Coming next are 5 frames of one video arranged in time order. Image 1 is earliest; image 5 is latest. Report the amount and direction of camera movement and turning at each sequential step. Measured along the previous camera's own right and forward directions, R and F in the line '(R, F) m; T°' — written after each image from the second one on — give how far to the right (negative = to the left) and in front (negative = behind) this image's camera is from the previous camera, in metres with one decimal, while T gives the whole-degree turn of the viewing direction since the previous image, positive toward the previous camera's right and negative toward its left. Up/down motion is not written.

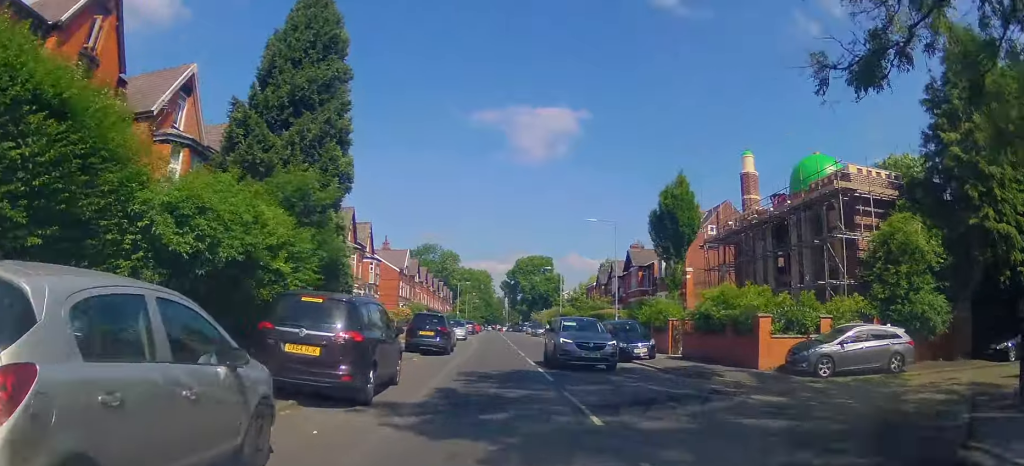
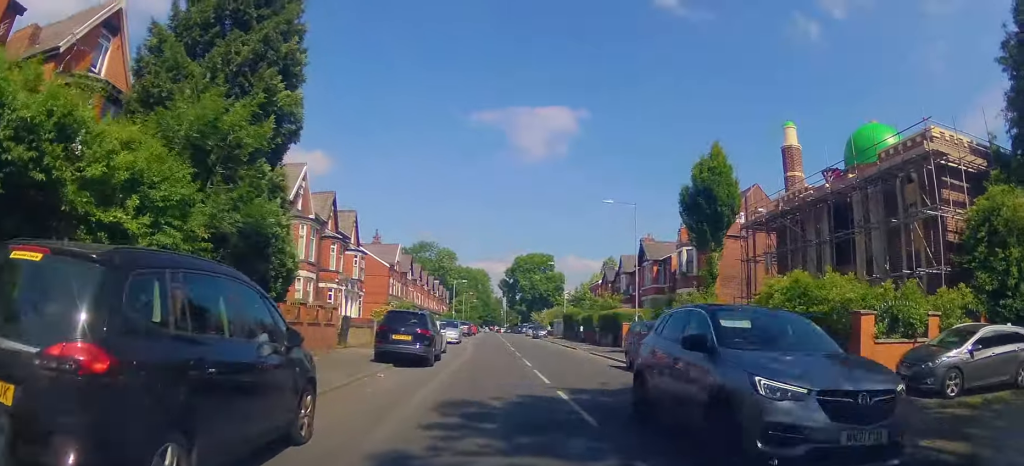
(-0.1, +5.8) m; 0°
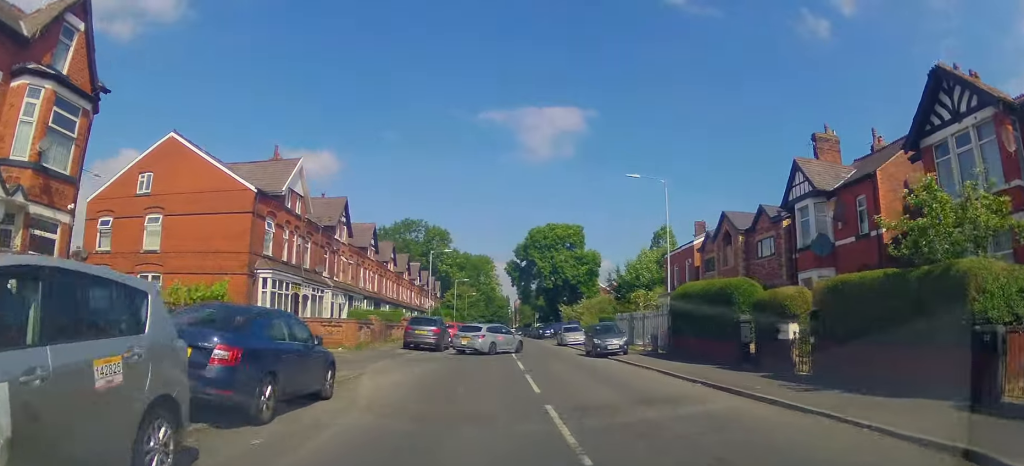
(+1.2, +38.5) m; +2°
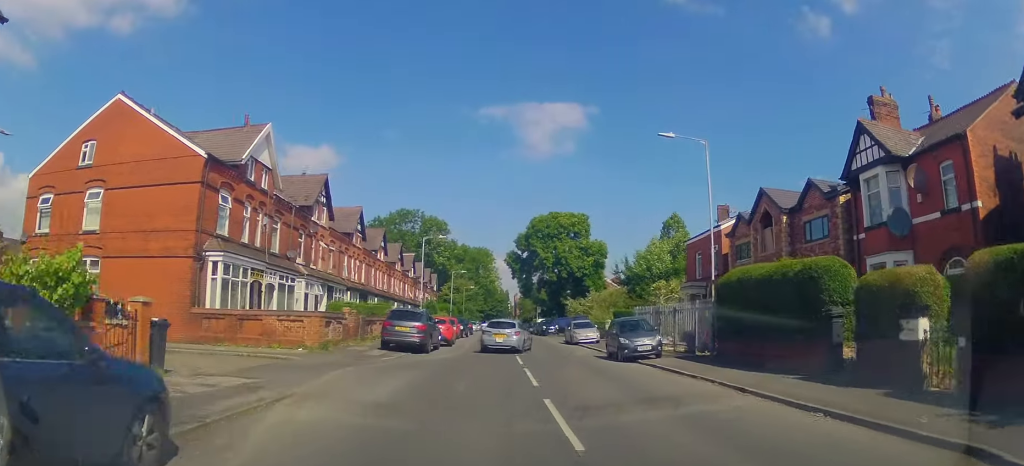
(0.0, +5.5) m; -1°
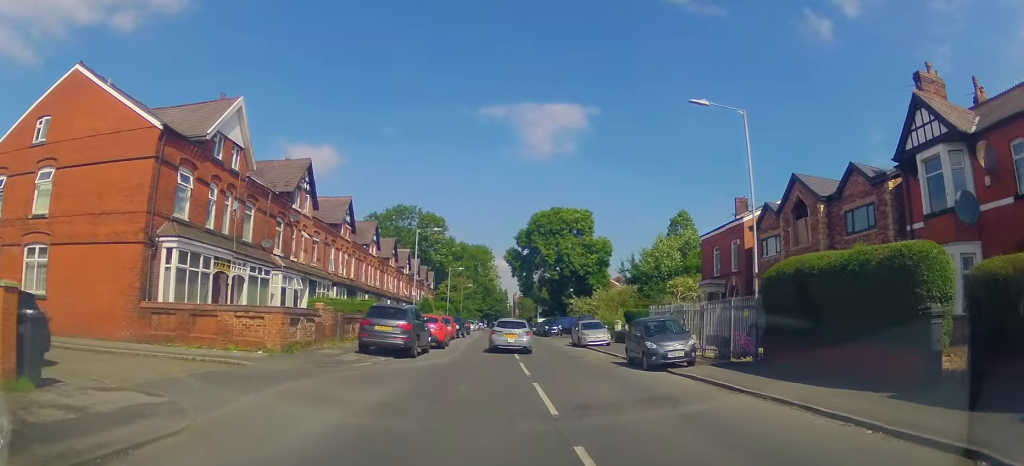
(0.0, +3.7) m; -1°
